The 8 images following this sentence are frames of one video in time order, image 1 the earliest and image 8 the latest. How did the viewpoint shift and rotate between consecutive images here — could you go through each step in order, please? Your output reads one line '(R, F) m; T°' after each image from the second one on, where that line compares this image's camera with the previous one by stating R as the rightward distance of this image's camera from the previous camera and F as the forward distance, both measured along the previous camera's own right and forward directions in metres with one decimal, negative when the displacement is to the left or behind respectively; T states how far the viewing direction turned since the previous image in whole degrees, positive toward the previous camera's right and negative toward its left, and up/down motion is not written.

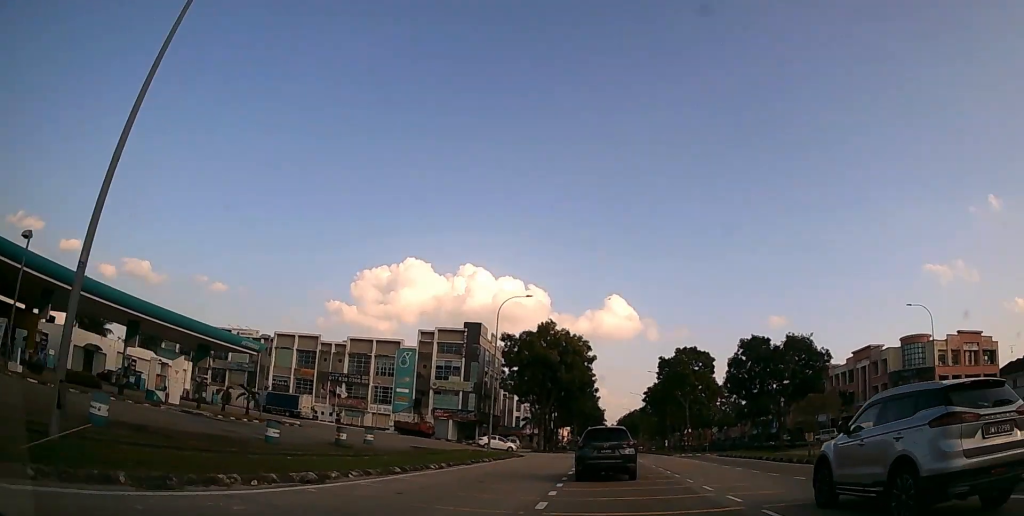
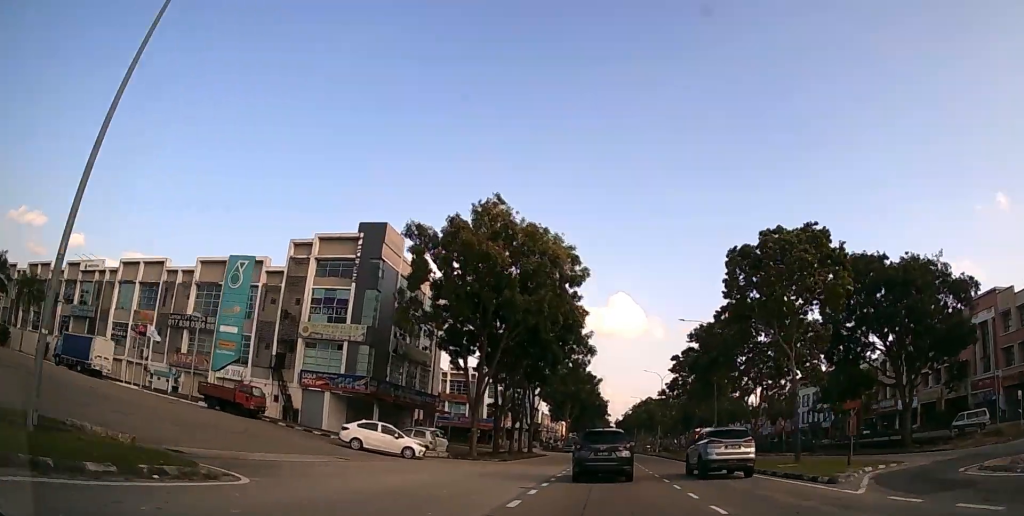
(+0.1, +36.0) m; 0°
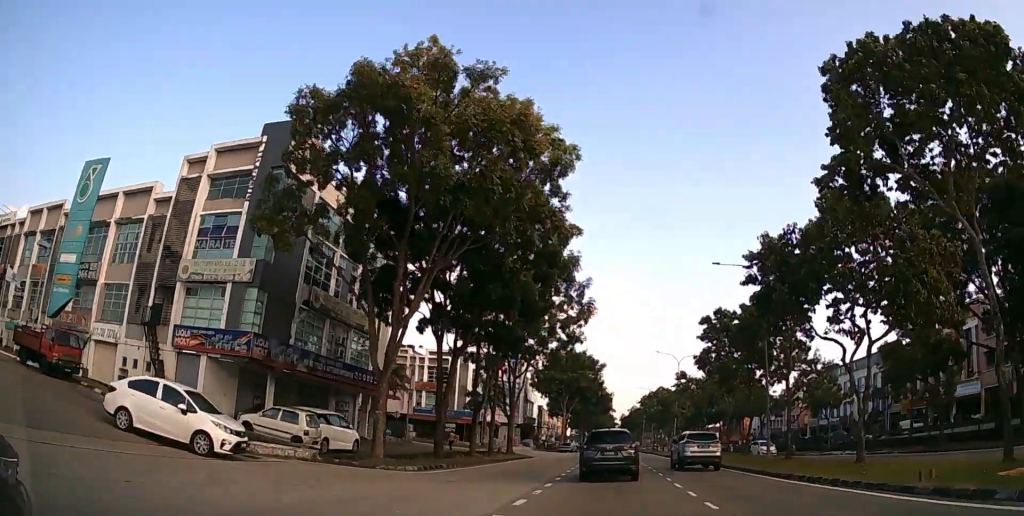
(-0.1, +14.9) m; 0°
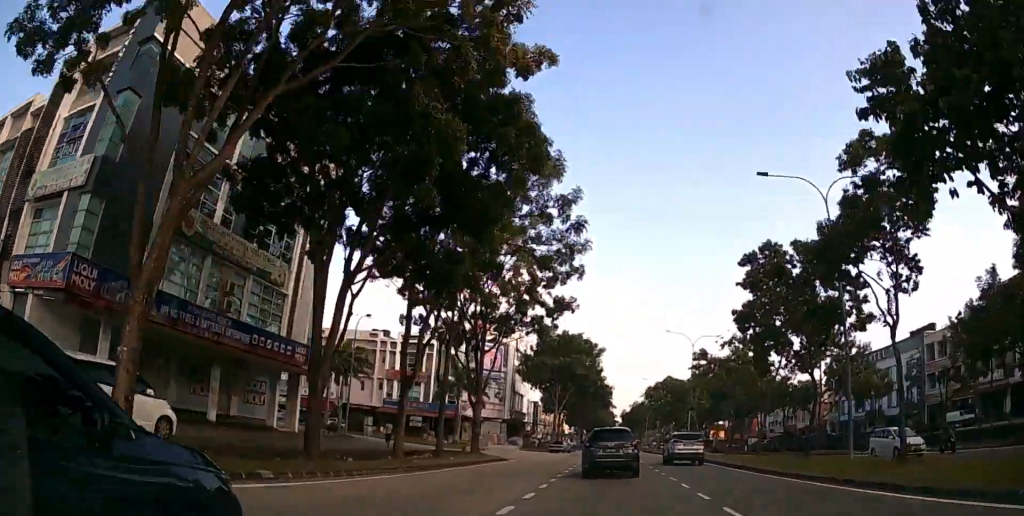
(0.0, +12.2) m; 0°
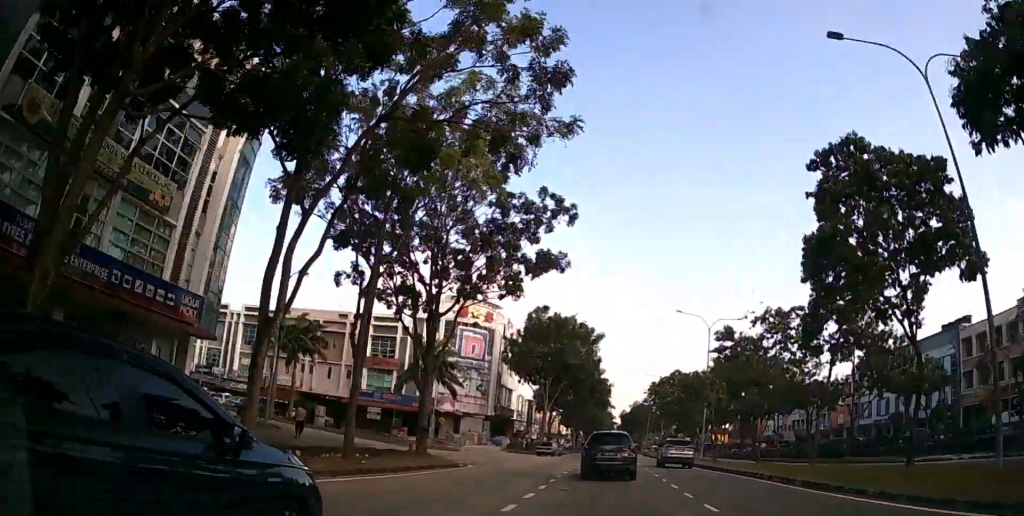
(0.0, +10.3) m; 0°
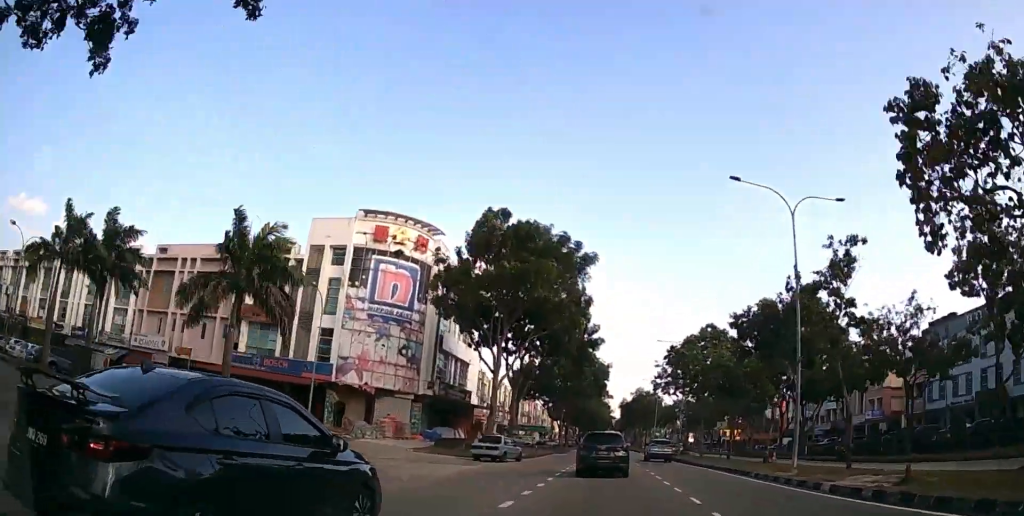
(0.0, +24.1) m; 0°
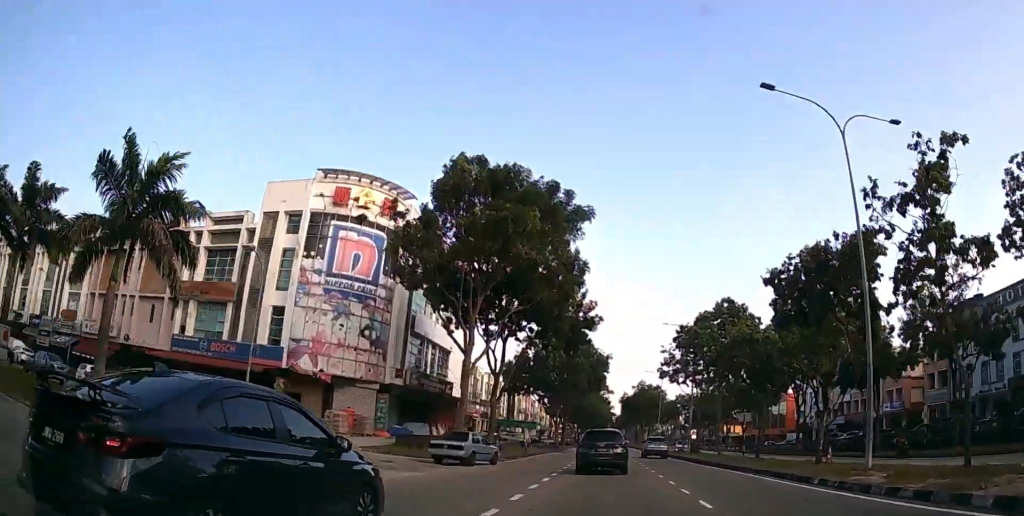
(0.0, +7.1) m; 0°
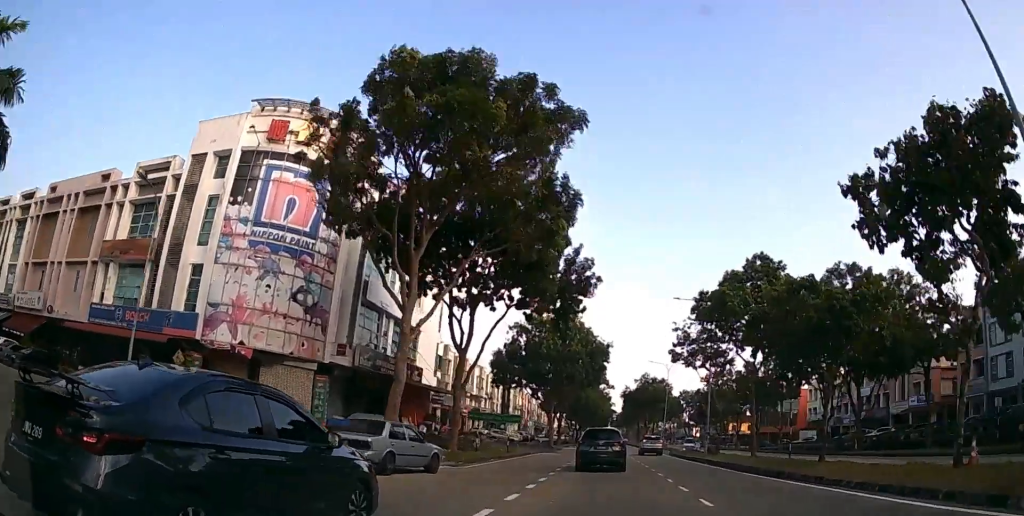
(0.0, +8.5) m; 0°
